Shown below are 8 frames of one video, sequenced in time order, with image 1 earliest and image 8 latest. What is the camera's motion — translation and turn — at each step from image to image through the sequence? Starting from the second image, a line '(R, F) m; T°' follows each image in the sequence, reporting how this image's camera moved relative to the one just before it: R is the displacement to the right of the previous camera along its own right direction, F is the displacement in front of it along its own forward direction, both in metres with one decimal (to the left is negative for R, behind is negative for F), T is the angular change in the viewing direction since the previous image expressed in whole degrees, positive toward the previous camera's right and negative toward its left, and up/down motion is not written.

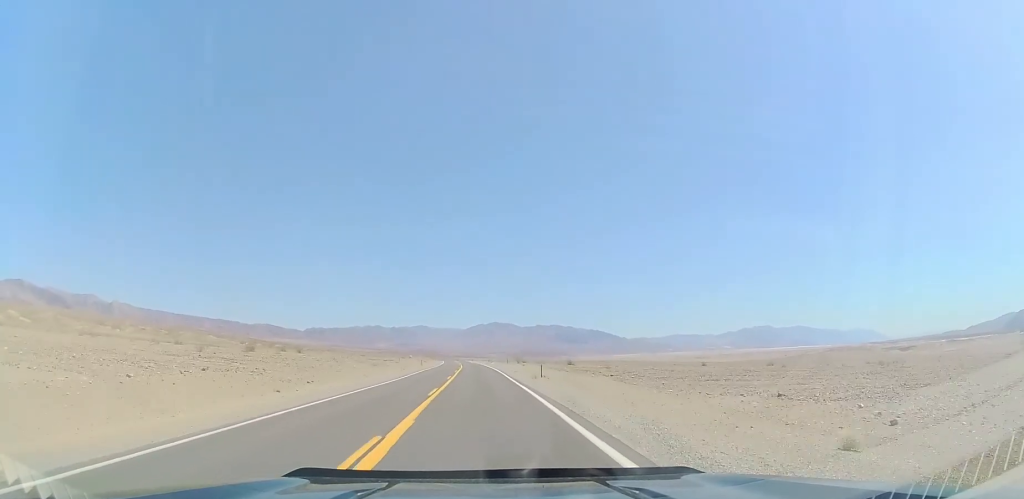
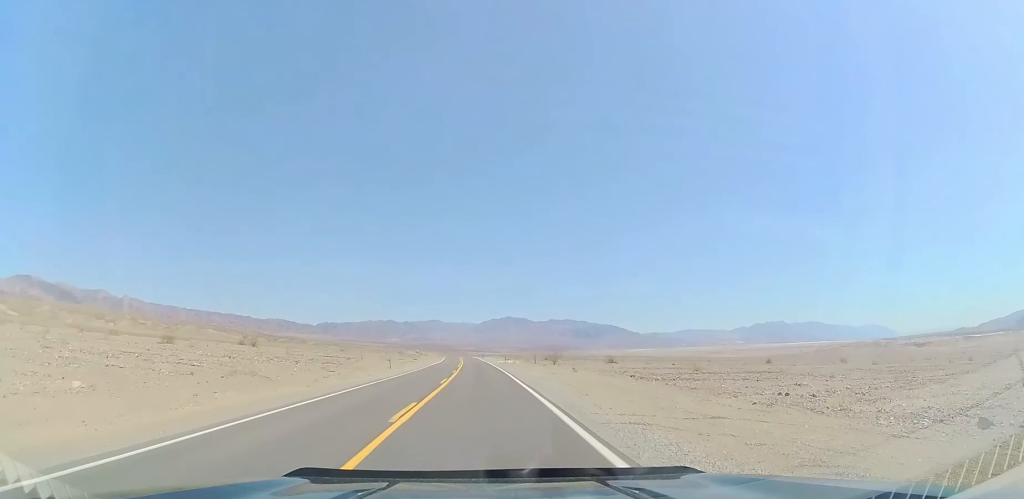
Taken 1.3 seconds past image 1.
(-0.4, +37.5) m; -2°
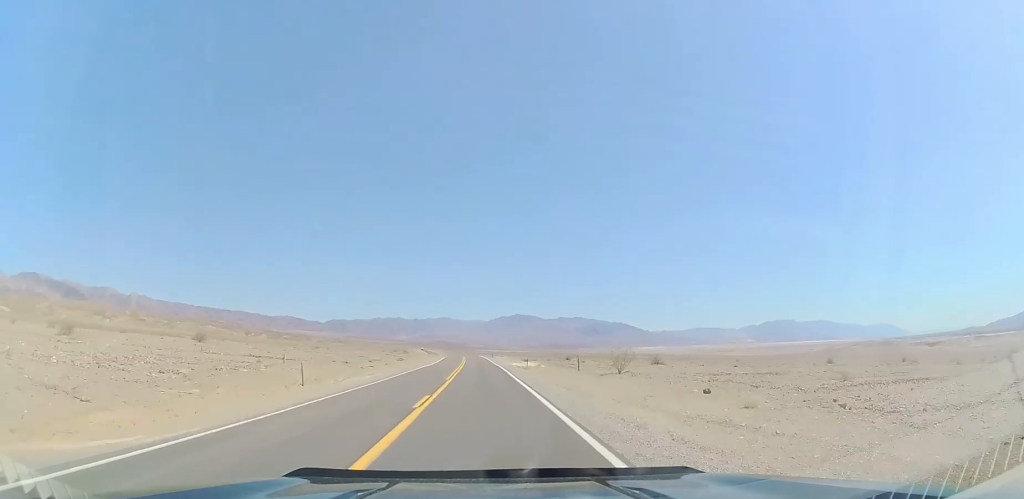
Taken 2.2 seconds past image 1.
(-0.3, +26.1) m; -1°
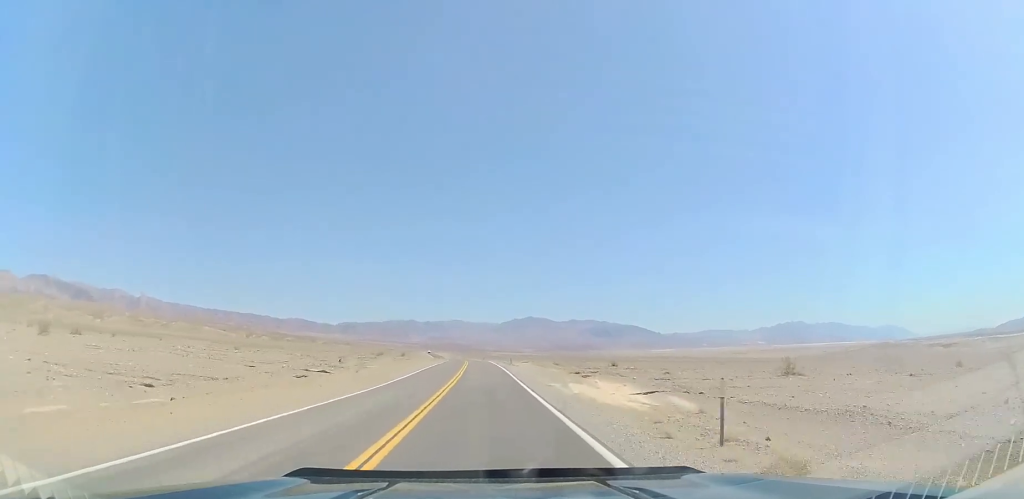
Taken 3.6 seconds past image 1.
(-0.5, +39.8) m; 0°
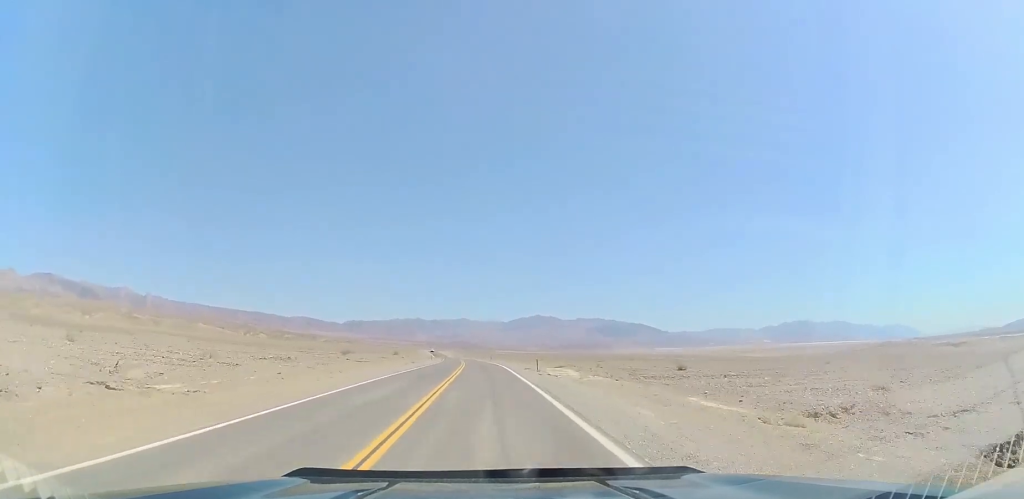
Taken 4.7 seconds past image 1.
(+0.2, +32.3) m; -1°
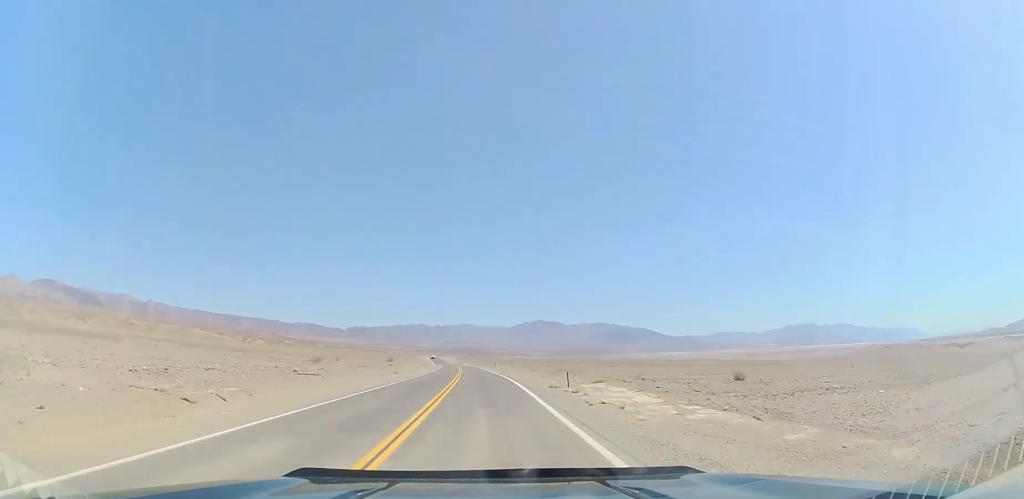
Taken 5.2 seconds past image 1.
(-0.4, +15.8) m; -1°
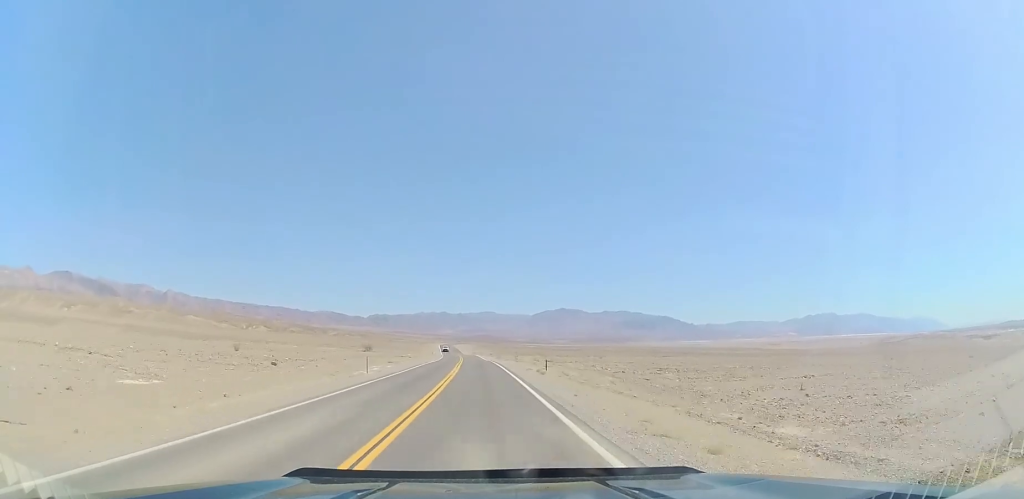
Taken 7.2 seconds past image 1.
(-0.3, +58.4) m; -1°
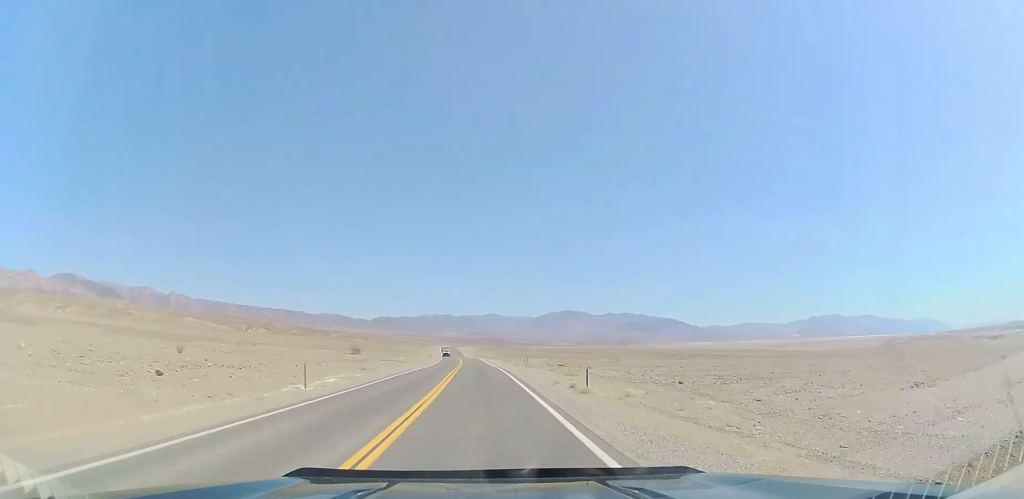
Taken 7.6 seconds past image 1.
(+0.1, +13.9) m; 0°
